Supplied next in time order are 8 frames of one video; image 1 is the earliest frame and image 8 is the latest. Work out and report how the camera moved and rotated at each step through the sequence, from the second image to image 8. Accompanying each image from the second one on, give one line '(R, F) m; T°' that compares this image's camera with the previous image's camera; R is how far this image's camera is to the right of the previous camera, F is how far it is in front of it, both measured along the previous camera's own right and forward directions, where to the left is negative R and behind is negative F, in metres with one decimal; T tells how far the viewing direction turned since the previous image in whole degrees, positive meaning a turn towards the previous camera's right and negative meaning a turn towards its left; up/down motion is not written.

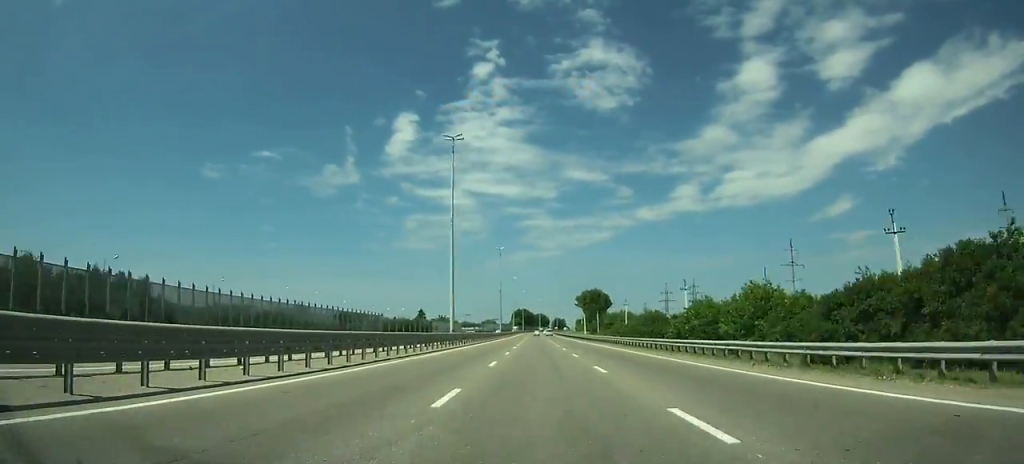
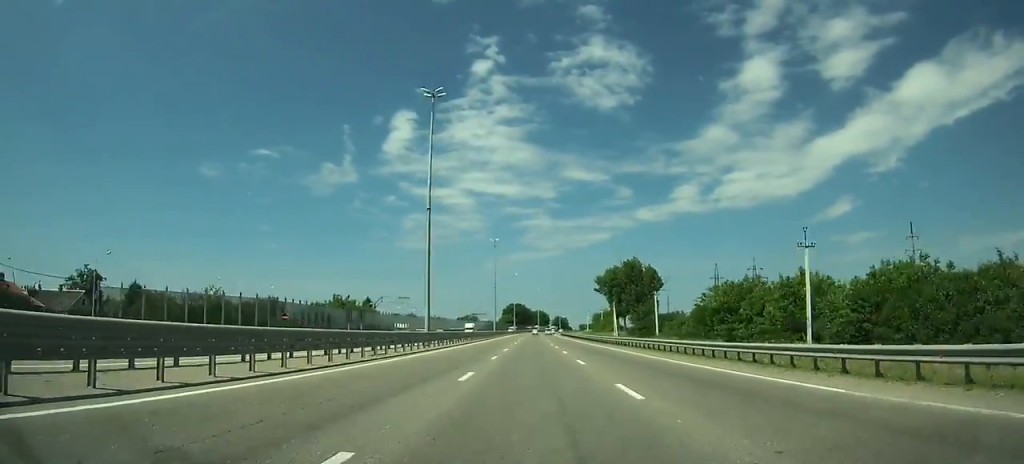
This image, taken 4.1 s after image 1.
(+0.4, +89.5) m; +1°
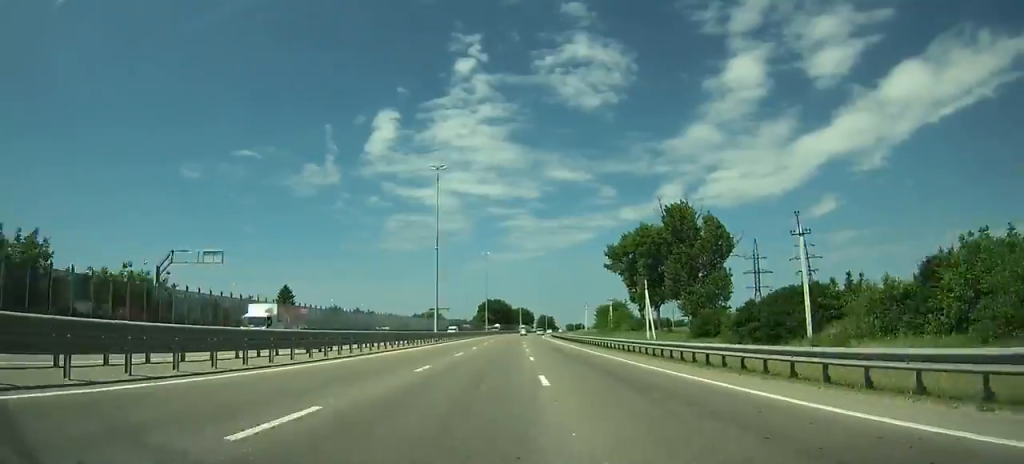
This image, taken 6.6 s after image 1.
(+0.4, +54.8) m; 0°
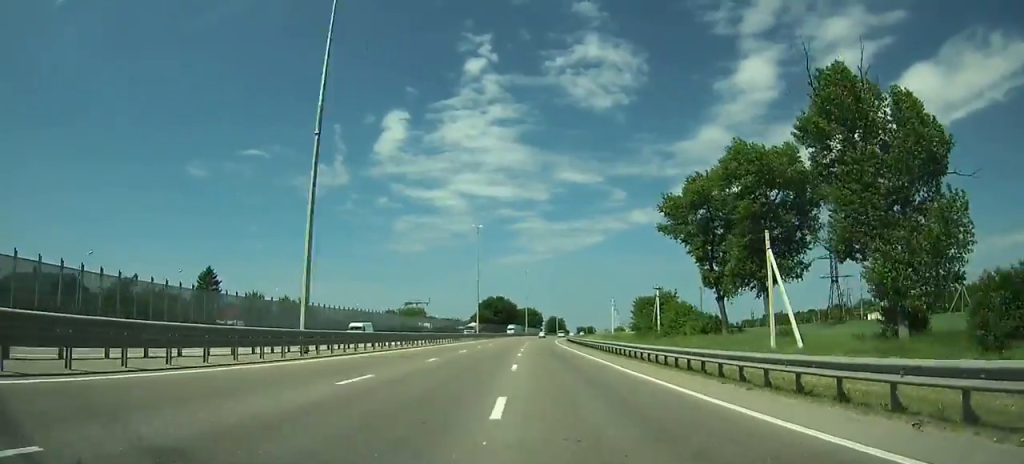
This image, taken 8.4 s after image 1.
(+0.1, +40.5) m; 0°
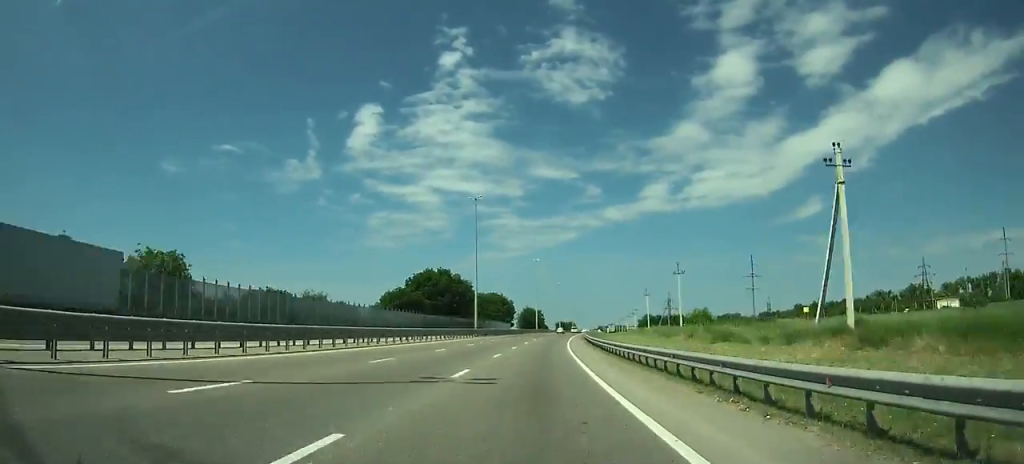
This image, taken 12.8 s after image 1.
(+1.5, +103.0) m; +3°
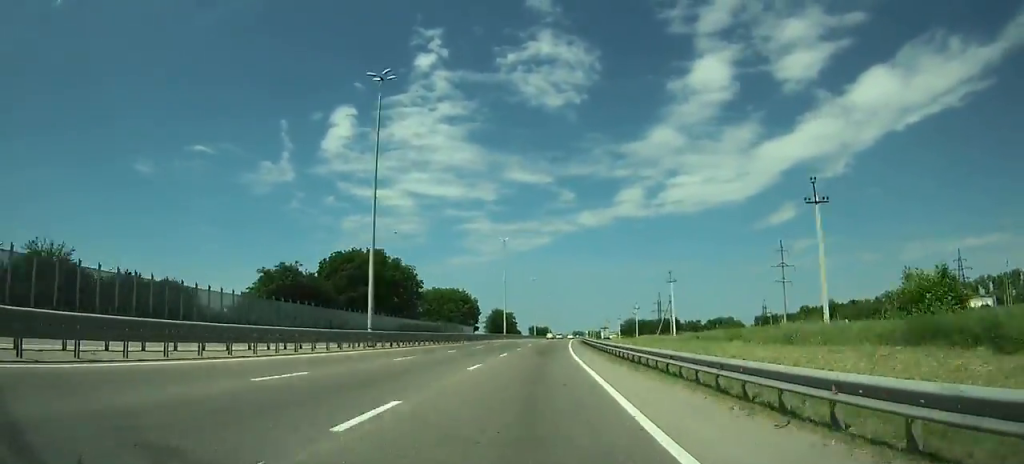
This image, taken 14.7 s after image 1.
(+0.8, +44.0) m; +2°
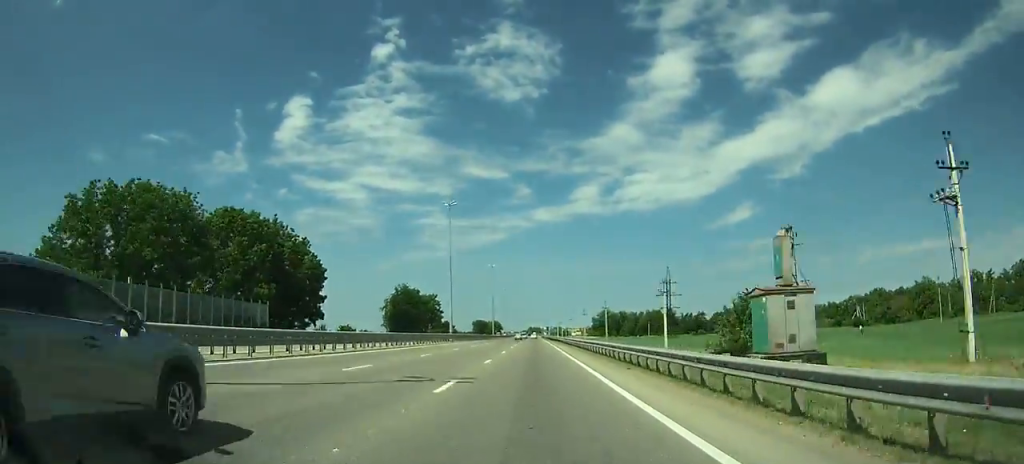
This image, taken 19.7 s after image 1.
(+4.6, +112.1) m; +3°
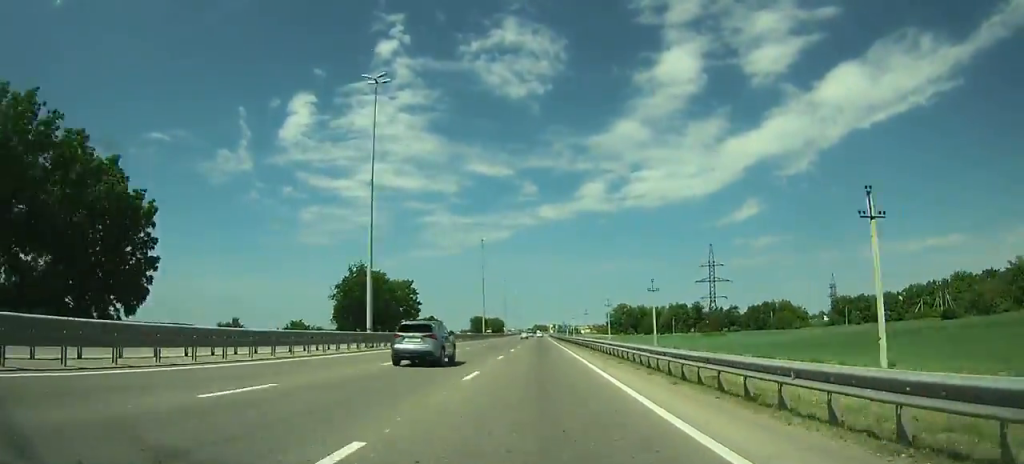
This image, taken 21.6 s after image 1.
(-0.1, +41.4) m; 0°
